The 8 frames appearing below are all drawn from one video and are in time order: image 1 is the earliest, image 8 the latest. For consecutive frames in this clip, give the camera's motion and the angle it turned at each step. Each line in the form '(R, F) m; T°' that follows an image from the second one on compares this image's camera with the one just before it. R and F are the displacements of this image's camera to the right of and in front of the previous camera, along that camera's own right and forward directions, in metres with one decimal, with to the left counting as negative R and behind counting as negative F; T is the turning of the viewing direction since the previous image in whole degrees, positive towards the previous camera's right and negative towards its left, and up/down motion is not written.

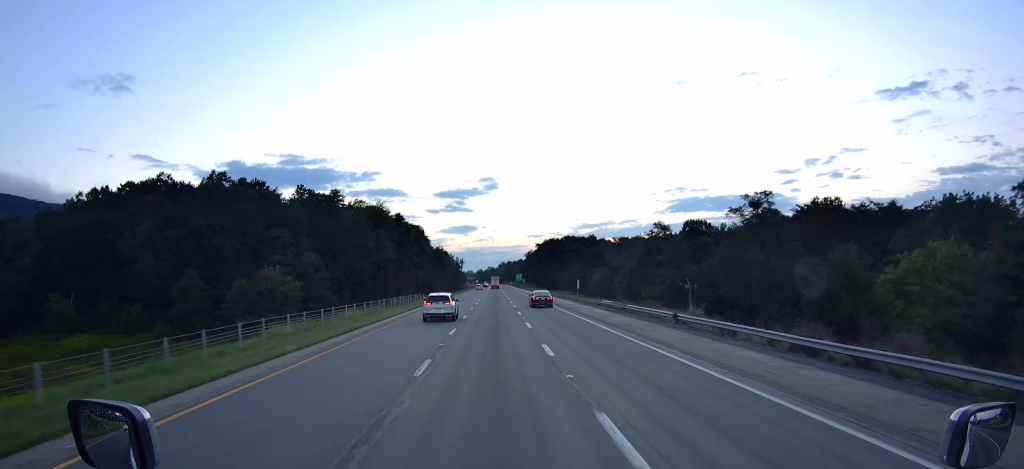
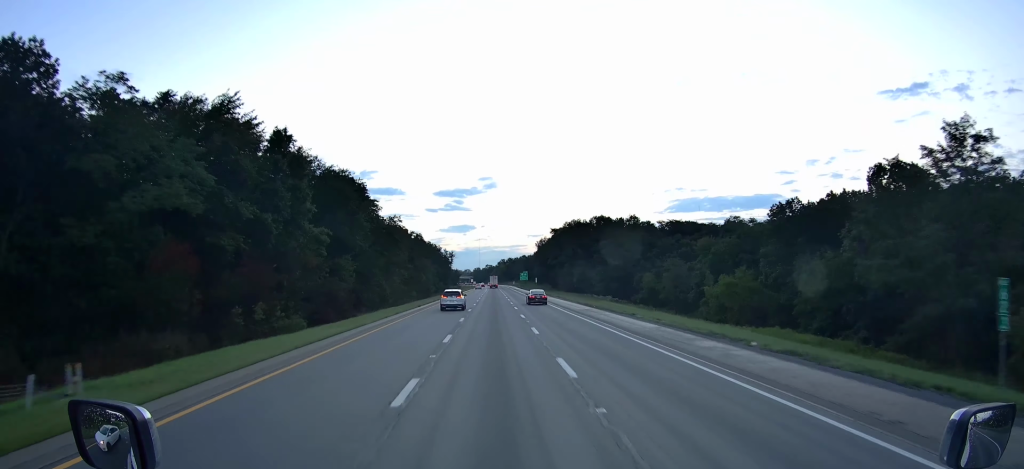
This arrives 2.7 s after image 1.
(0.0, +77.0) m; 0°
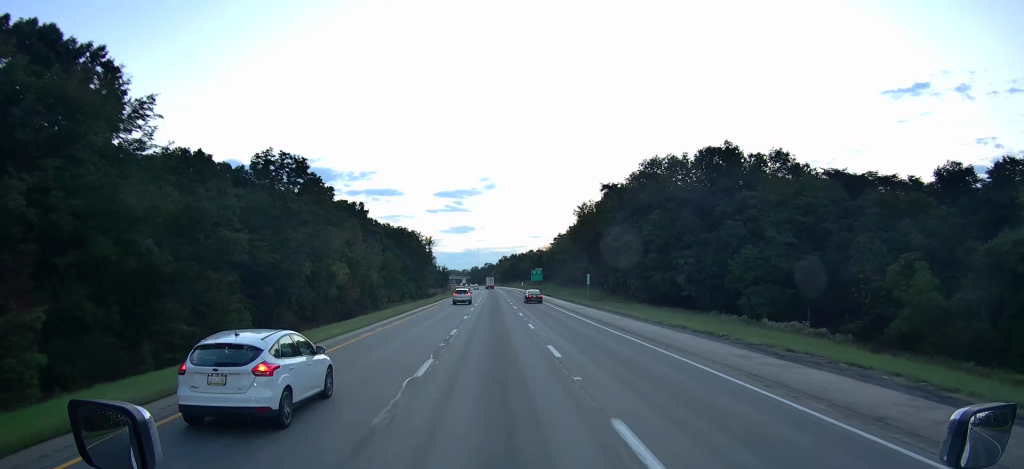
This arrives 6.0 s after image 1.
(-0.1, +94.2) m; 0°
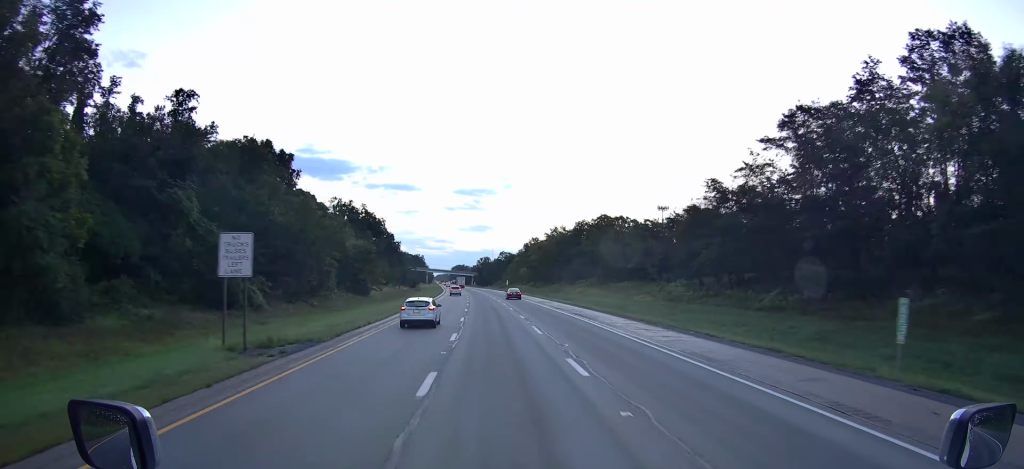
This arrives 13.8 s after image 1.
(-2.9, +222.7) m; -3°
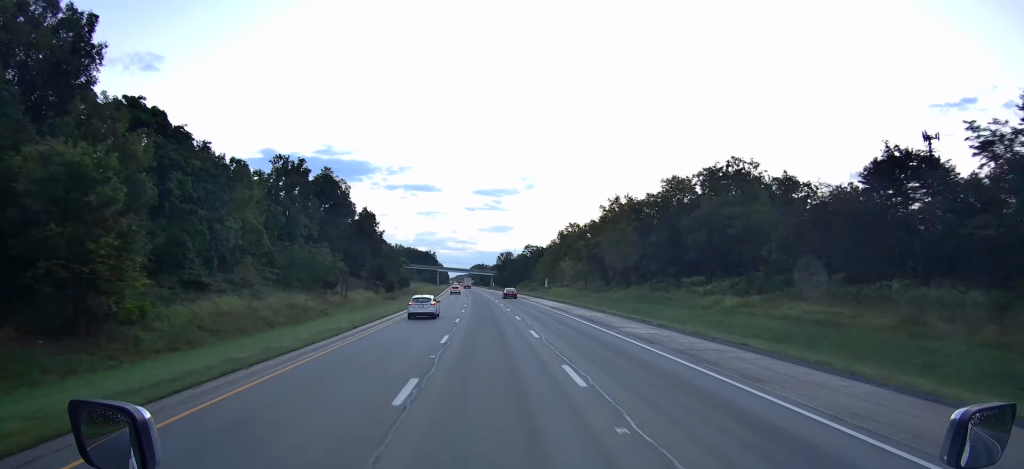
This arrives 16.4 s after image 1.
(-1.4, +74.3) m; -2°
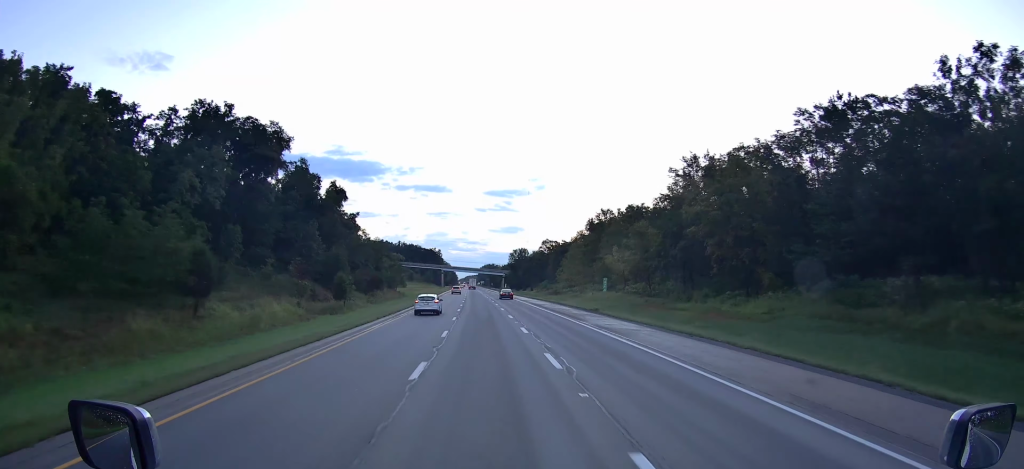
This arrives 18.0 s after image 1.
(-0.6, +45.7) m; -1°
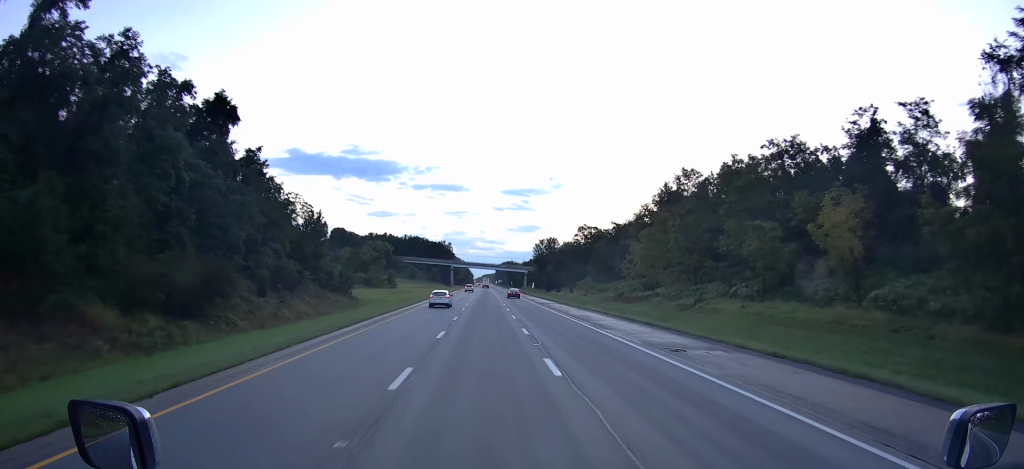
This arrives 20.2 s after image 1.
(-0.6, +62.9) m; -1°
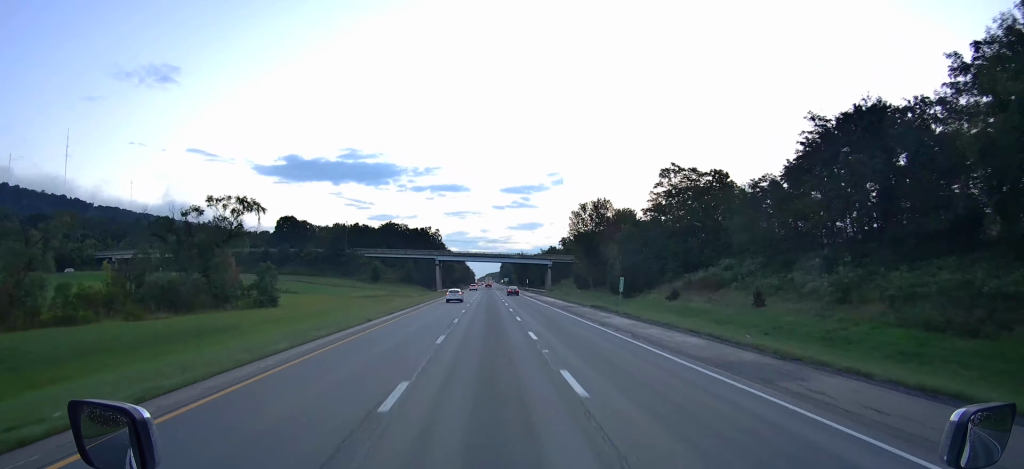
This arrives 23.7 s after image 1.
(-0.9, +100.1) m; -1°
